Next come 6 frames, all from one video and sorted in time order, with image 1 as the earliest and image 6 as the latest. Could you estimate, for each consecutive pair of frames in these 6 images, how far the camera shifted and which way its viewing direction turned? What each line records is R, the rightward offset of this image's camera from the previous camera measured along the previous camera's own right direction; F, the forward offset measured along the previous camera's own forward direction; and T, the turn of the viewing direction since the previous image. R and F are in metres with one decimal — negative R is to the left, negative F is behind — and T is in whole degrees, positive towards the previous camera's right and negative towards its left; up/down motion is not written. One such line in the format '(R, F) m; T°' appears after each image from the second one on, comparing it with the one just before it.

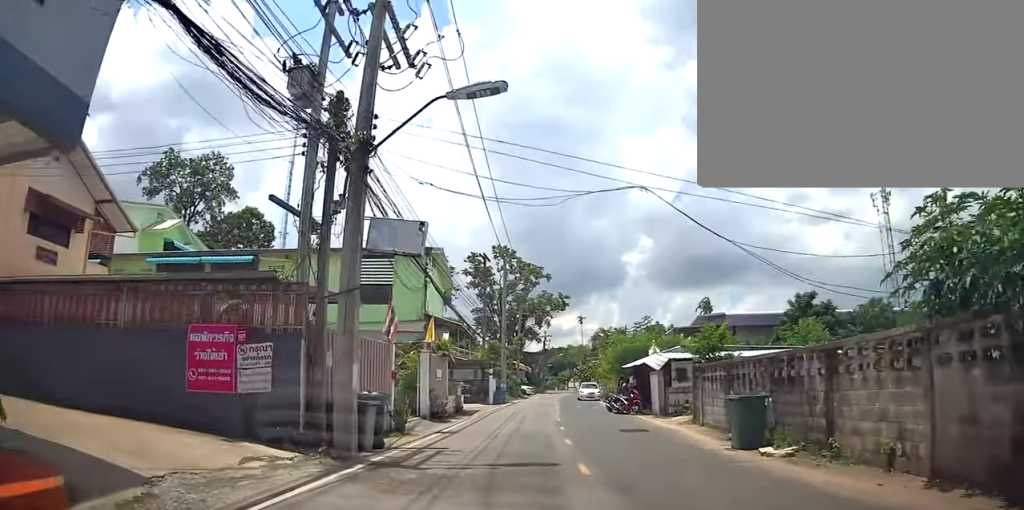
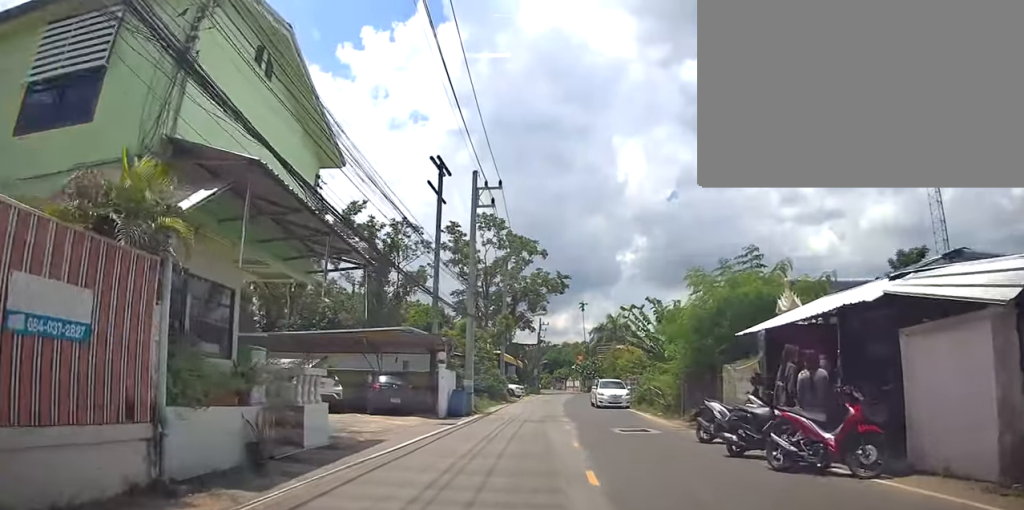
(0.0, +17.1) m; -1°
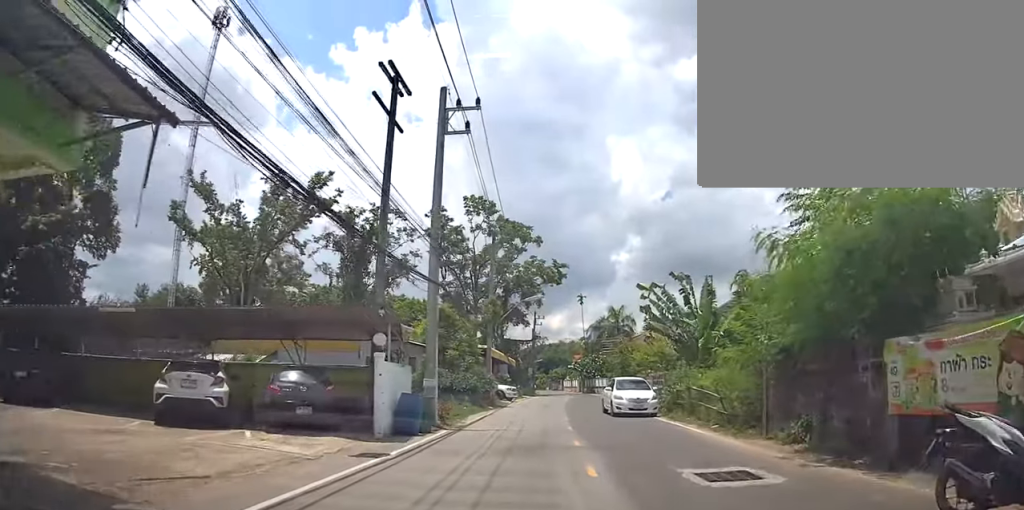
(-0.1, +7.6) m; 0°
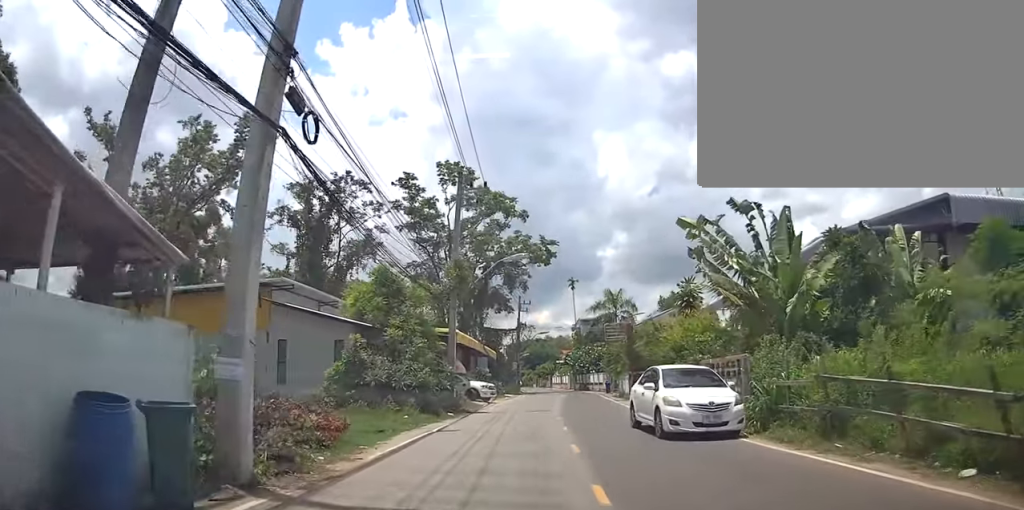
(0.0, +10.2) m; -2°
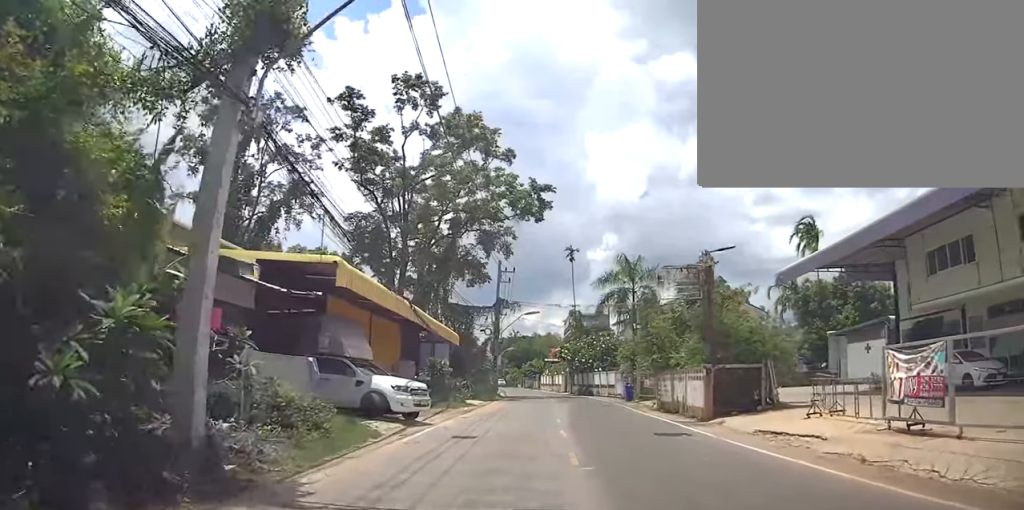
(-0.6, +18.0) m; -4°
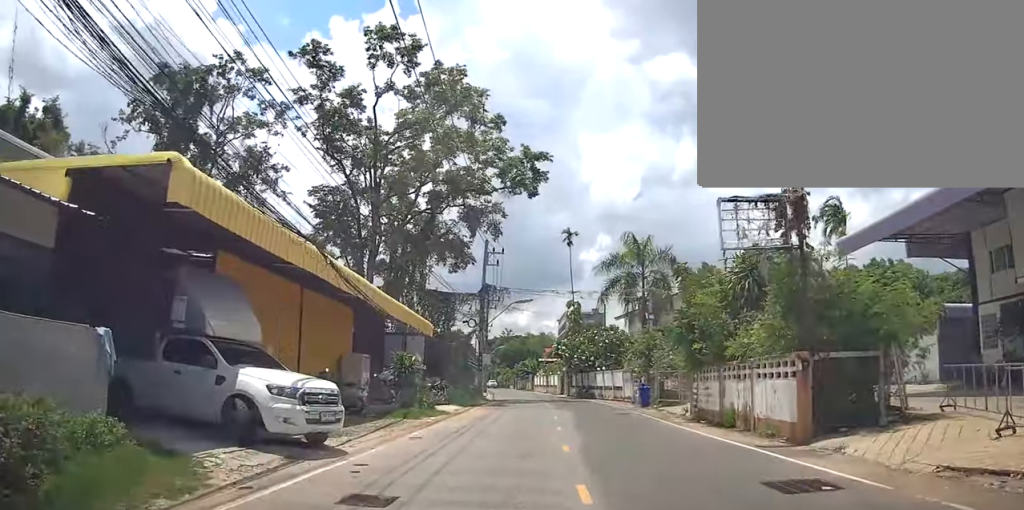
(-0.1, +7.0) m; 0°
